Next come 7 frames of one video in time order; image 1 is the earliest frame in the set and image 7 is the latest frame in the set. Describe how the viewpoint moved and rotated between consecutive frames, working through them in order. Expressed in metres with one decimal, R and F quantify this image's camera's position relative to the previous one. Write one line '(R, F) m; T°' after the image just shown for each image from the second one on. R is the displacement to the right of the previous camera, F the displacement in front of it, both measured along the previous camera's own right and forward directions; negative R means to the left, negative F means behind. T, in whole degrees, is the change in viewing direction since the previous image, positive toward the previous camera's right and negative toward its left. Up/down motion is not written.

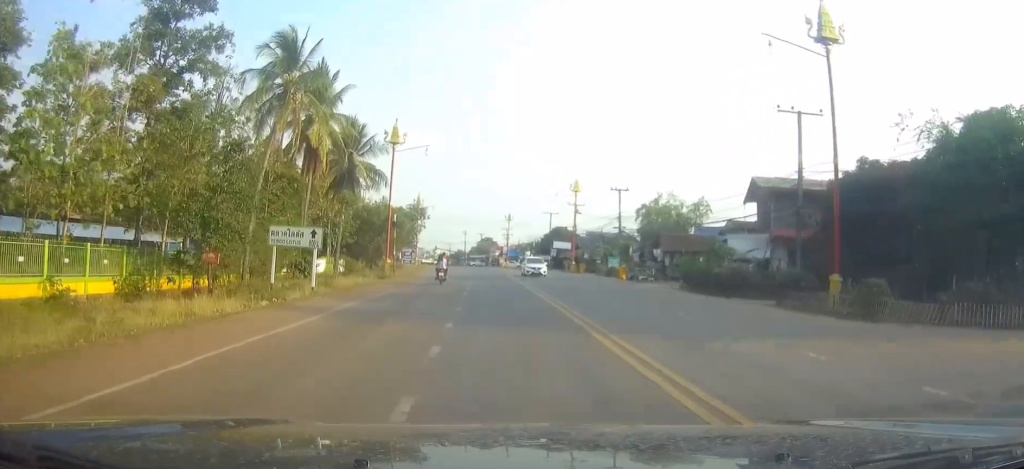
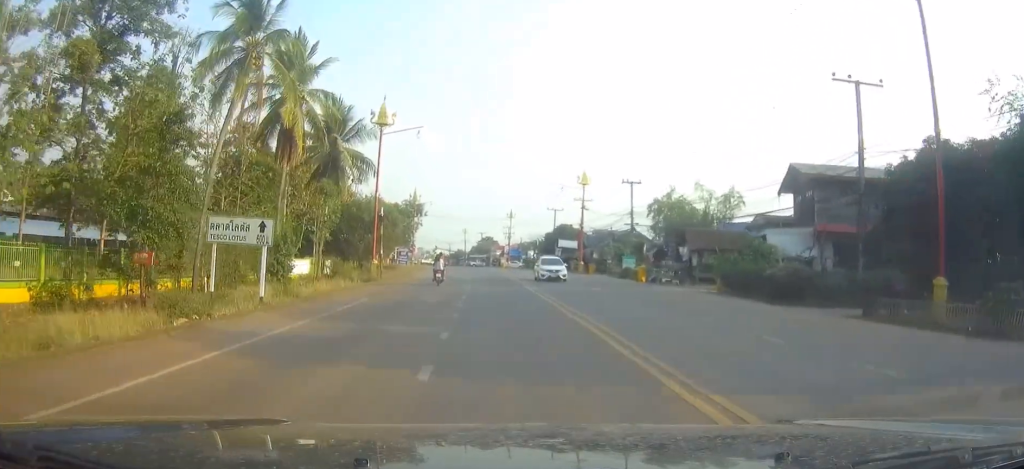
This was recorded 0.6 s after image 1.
(0.0, +6.3) m; 0°
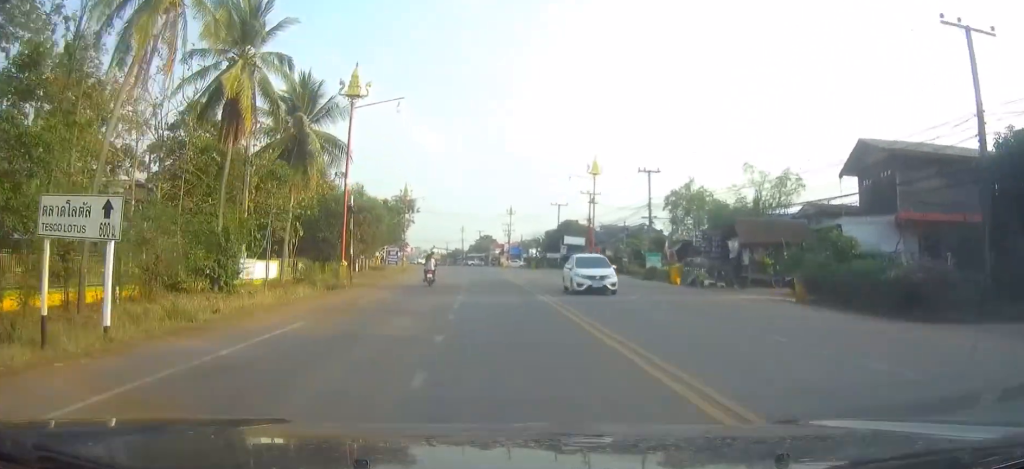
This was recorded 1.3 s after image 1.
(0.0, +8.3) m; 0°
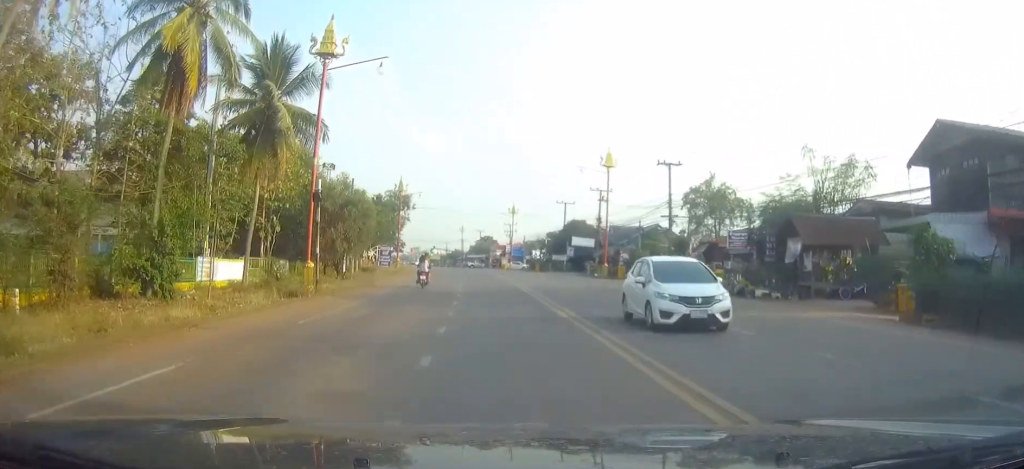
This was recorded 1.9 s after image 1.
(0.0, +6.9) m; 0°
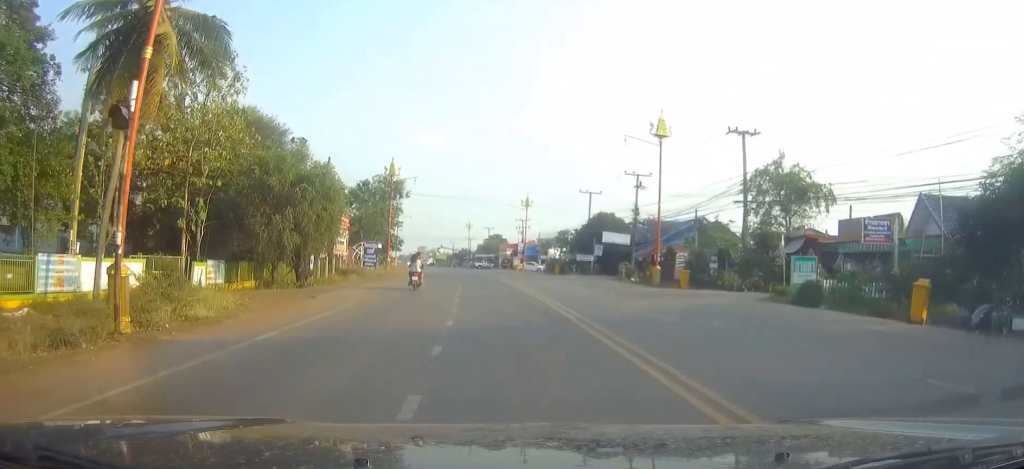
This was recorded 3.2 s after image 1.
(0.0, +15.1) m; 0°
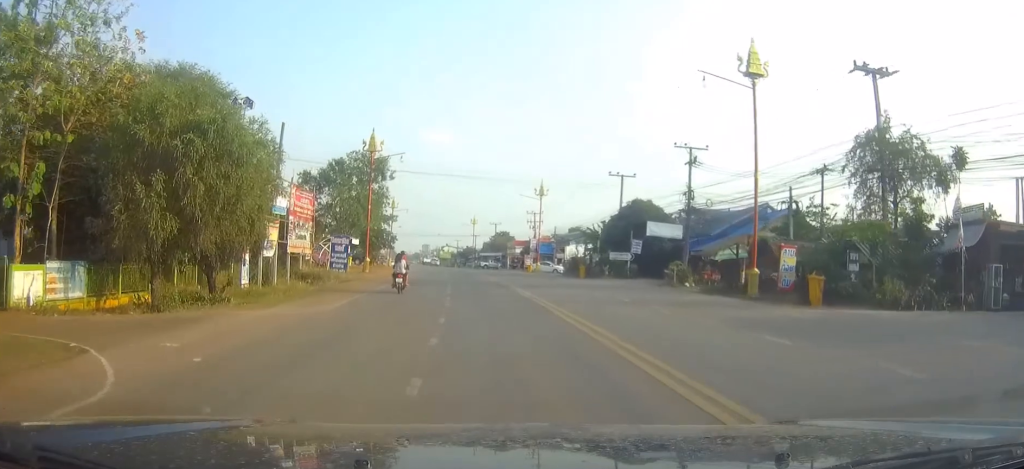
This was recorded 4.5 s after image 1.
(-0.1, +15.7) m; 0°
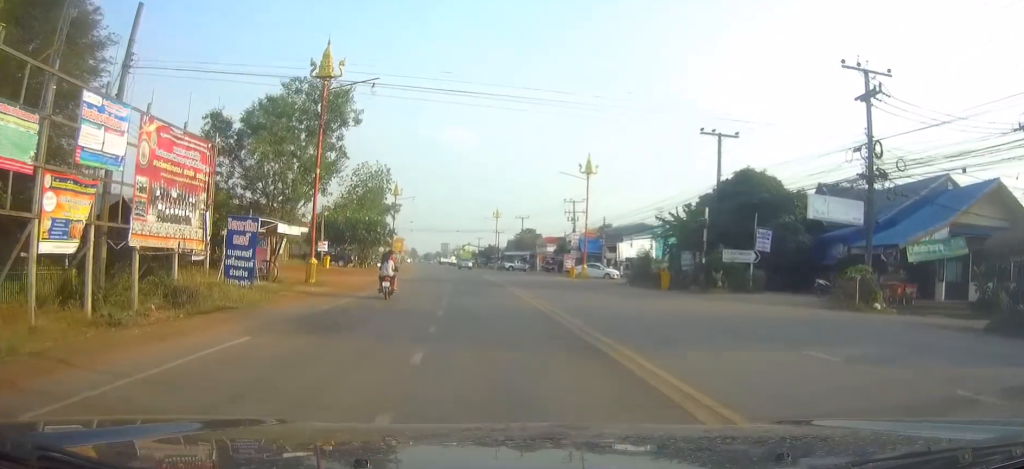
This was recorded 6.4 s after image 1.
(-0.3, +22.2) m; -2°
